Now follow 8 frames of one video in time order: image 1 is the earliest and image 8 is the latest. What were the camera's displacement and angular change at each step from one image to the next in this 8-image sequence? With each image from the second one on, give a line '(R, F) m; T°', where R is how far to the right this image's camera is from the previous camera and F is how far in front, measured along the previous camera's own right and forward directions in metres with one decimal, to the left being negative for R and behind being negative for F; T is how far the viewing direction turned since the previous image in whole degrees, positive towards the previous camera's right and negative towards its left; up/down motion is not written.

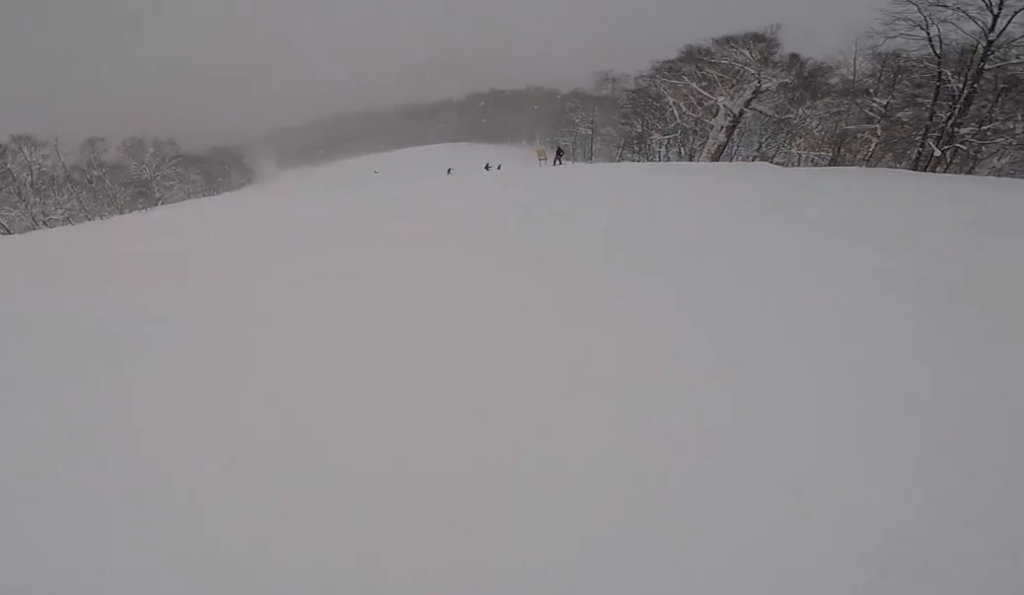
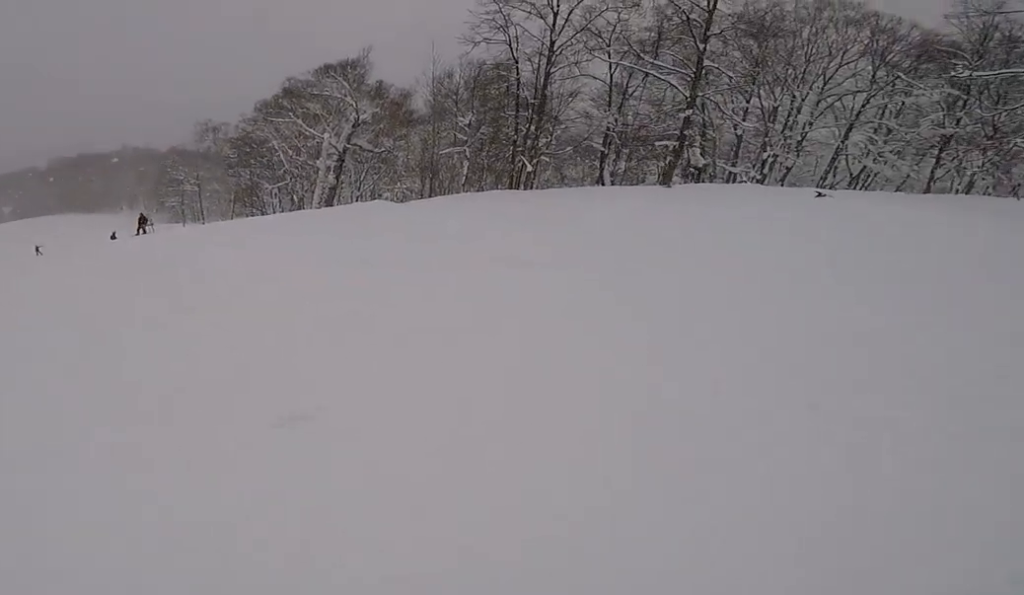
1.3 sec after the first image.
(+3.6, +6.6) m; +30°
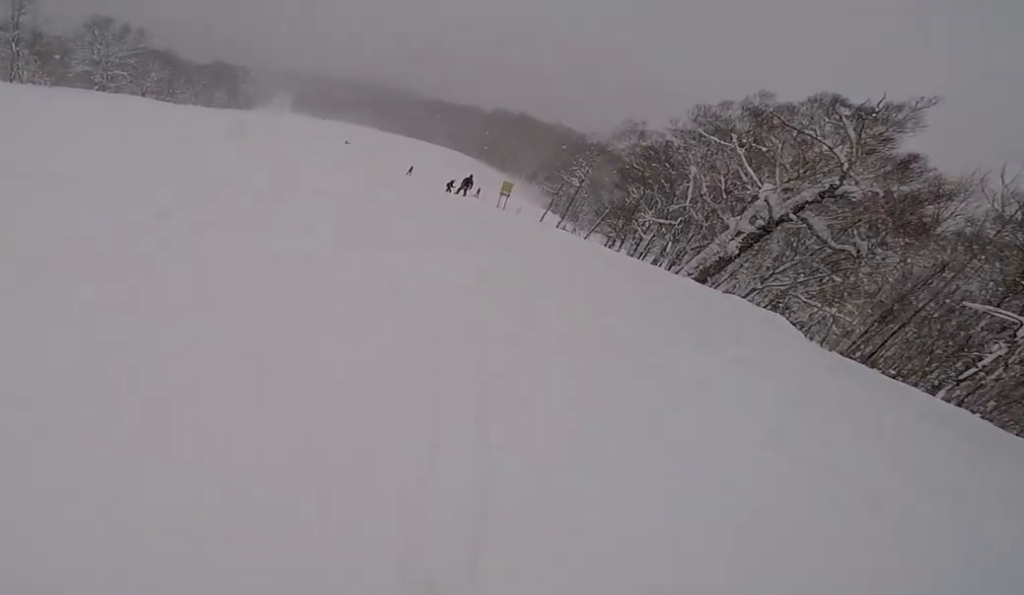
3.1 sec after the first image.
(-0.6, +10.2) m; -39°
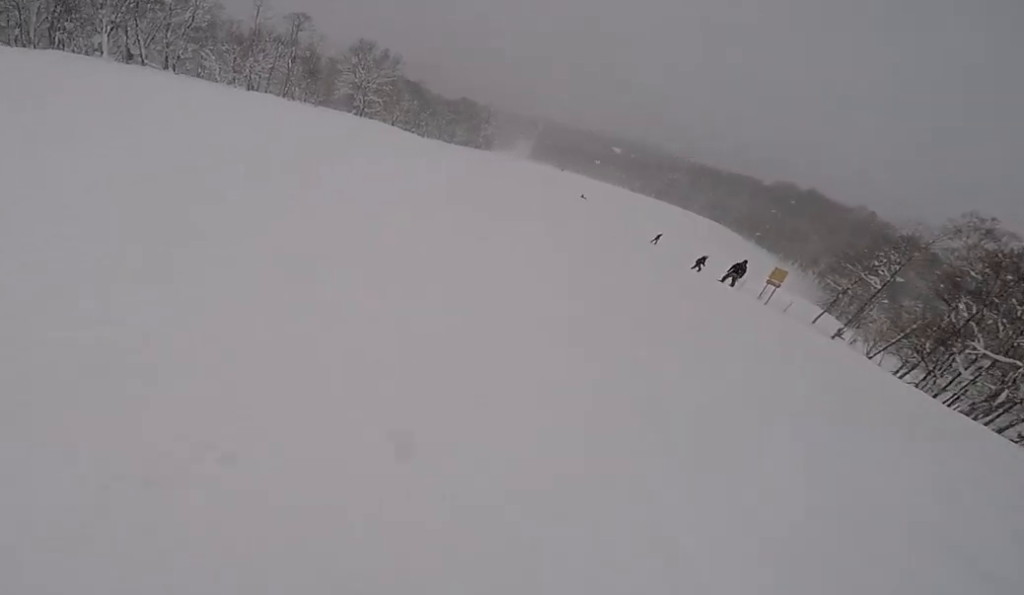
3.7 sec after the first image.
(-1.6, +2.6) m; -23°
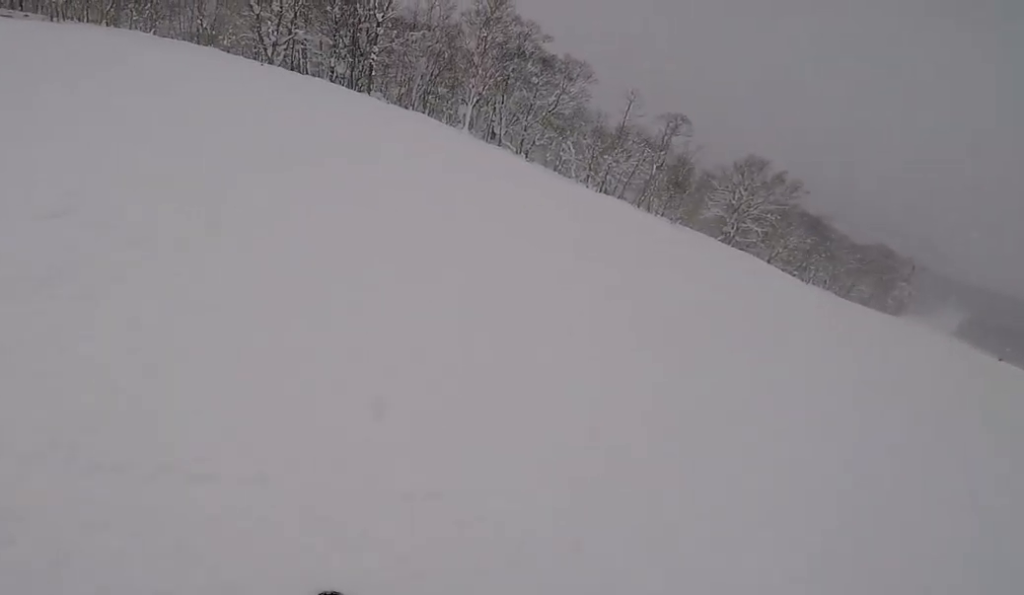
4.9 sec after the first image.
(-2.0, +5.8) m; -24°
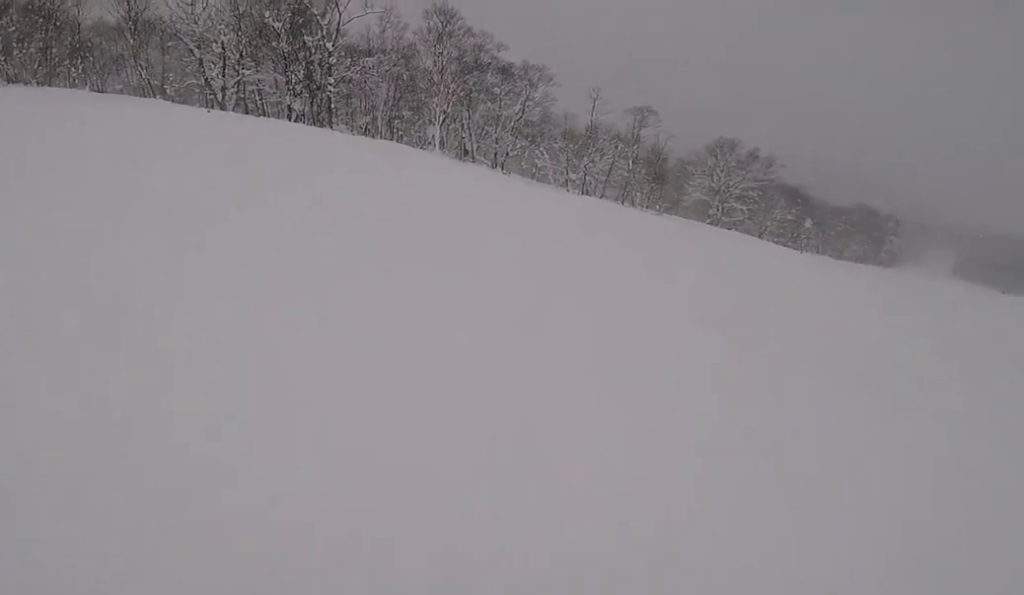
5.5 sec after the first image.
(-0.1, +3.0) m; +15°
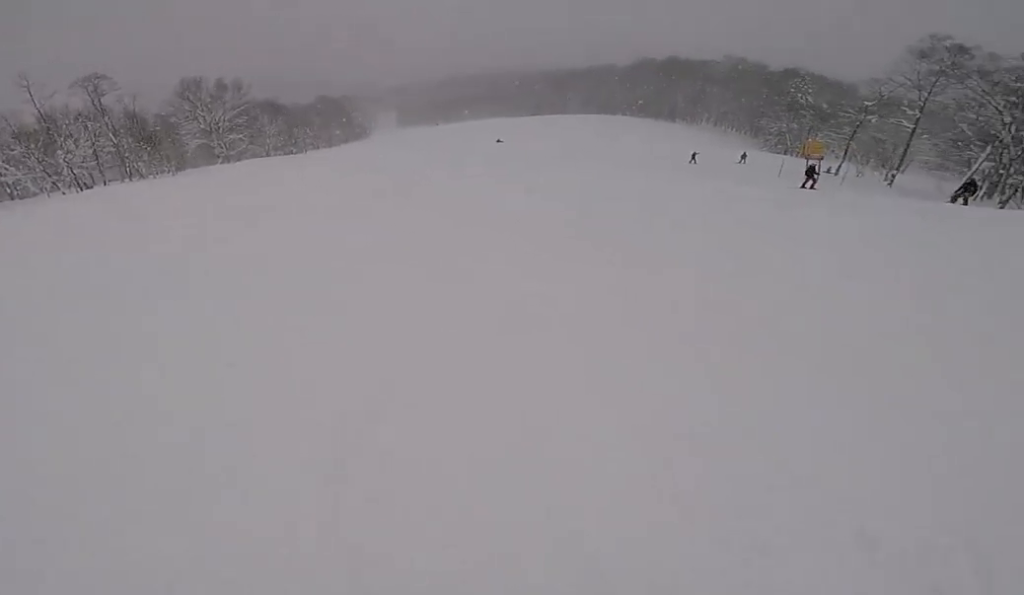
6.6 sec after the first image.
(+1.4, +3.4) m; +50°
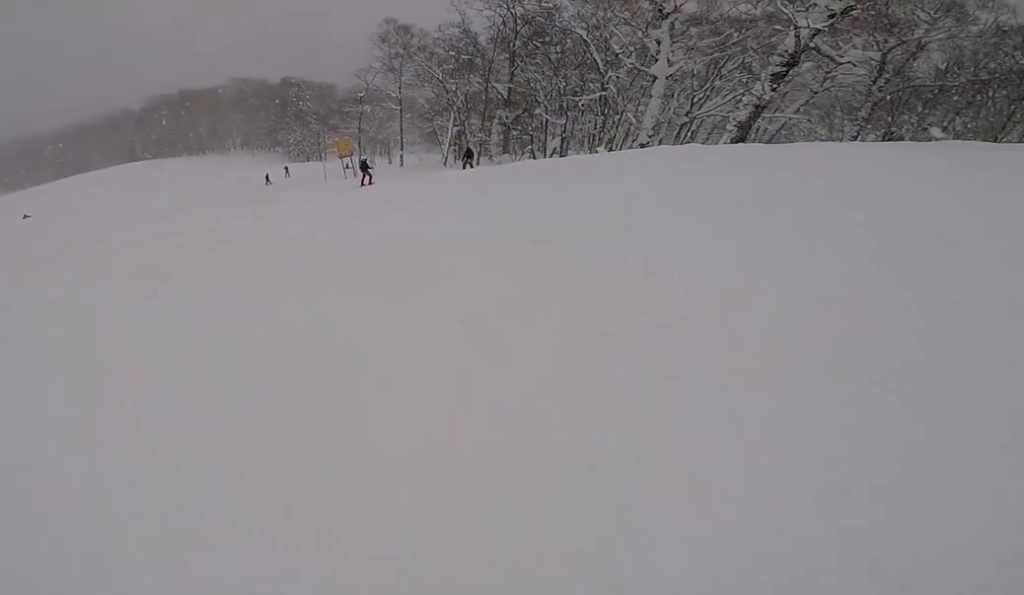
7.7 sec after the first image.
(+1.4, +3.7) m; +22°
